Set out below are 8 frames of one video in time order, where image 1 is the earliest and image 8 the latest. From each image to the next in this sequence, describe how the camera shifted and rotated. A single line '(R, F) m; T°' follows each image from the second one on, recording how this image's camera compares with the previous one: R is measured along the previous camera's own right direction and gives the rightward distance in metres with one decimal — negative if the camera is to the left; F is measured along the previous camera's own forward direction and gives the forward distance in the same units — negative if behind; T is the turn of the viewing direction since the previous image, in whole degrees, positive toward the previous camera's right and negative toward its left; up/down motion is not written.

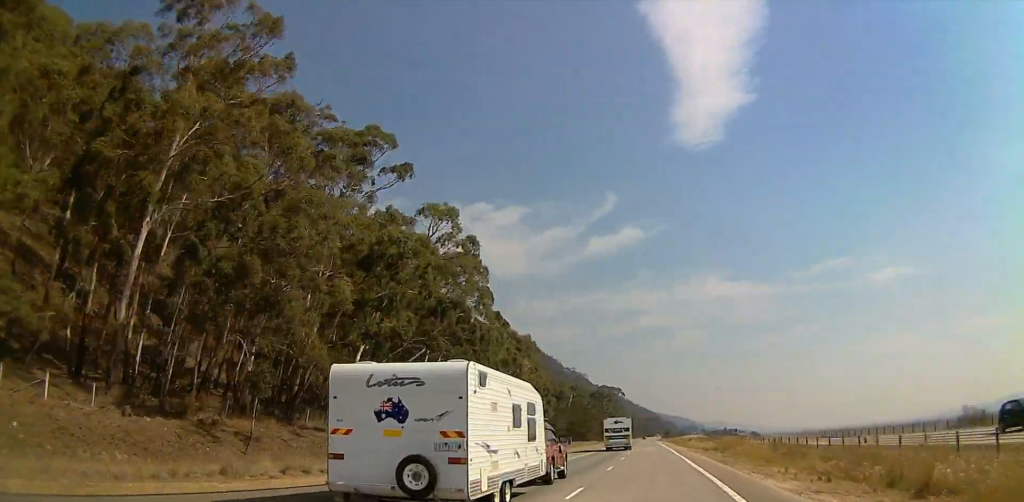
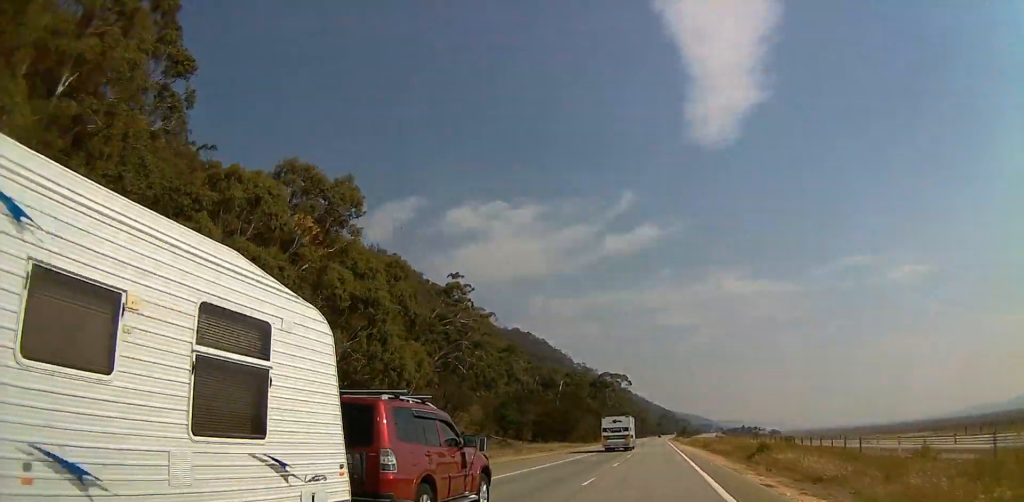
(-0.8, +52.6) m; -1°
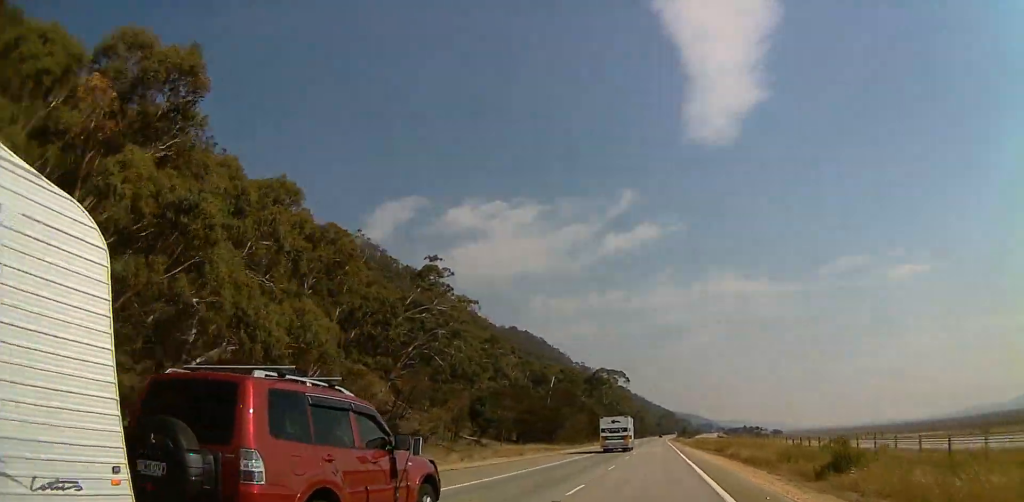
(0.0, +14.6) m; 0°
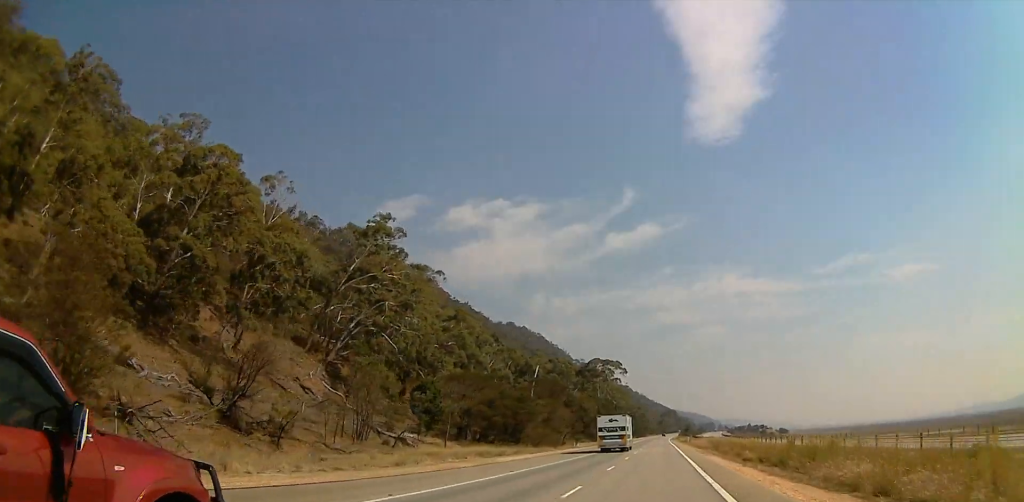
(0.0, +23.1) m; 0°
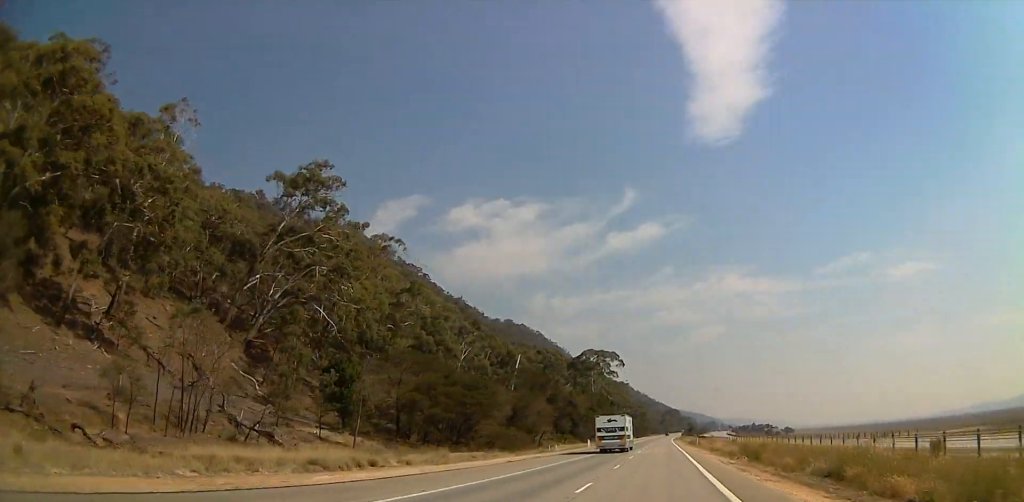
(0.0, +19.2) m; 0°
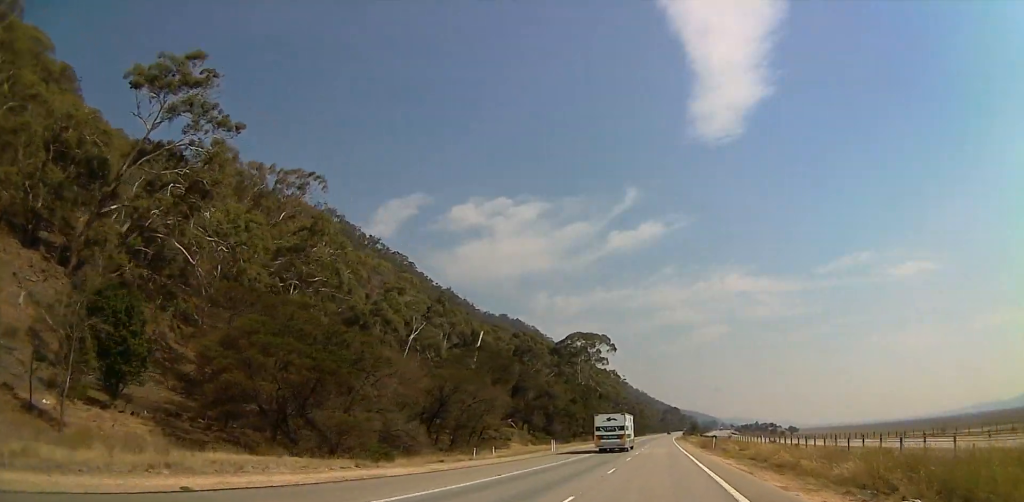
(0.0, +24.8) m; 0°
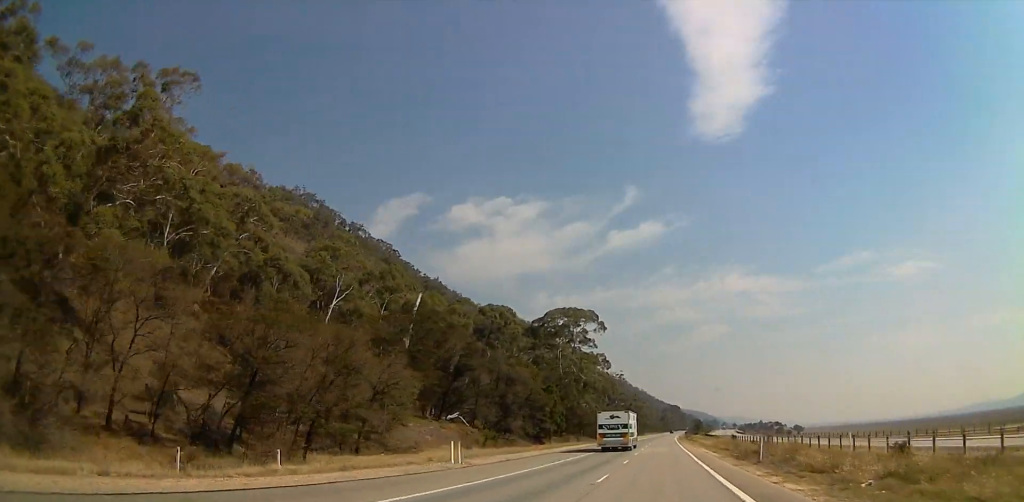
(0.0, +26.9) m; 0°
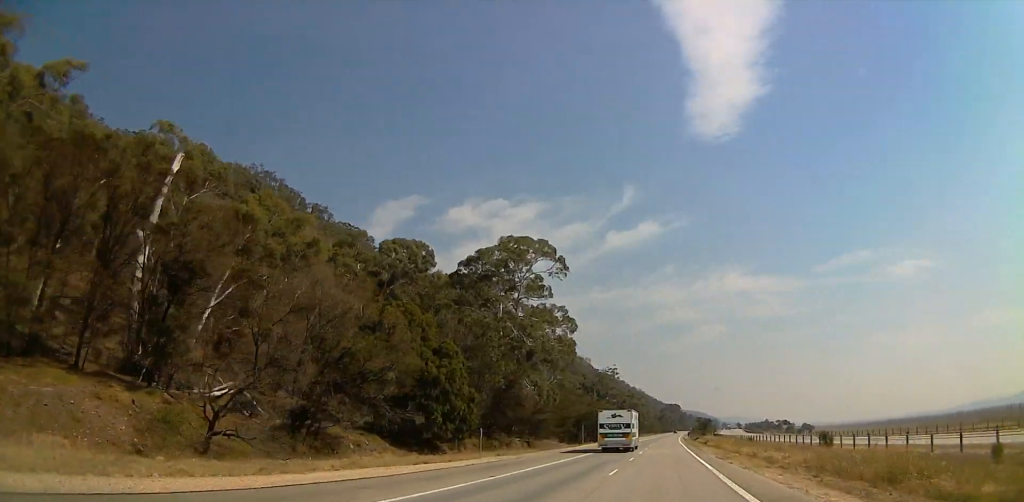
(0.0, +47.0) m; 0°
